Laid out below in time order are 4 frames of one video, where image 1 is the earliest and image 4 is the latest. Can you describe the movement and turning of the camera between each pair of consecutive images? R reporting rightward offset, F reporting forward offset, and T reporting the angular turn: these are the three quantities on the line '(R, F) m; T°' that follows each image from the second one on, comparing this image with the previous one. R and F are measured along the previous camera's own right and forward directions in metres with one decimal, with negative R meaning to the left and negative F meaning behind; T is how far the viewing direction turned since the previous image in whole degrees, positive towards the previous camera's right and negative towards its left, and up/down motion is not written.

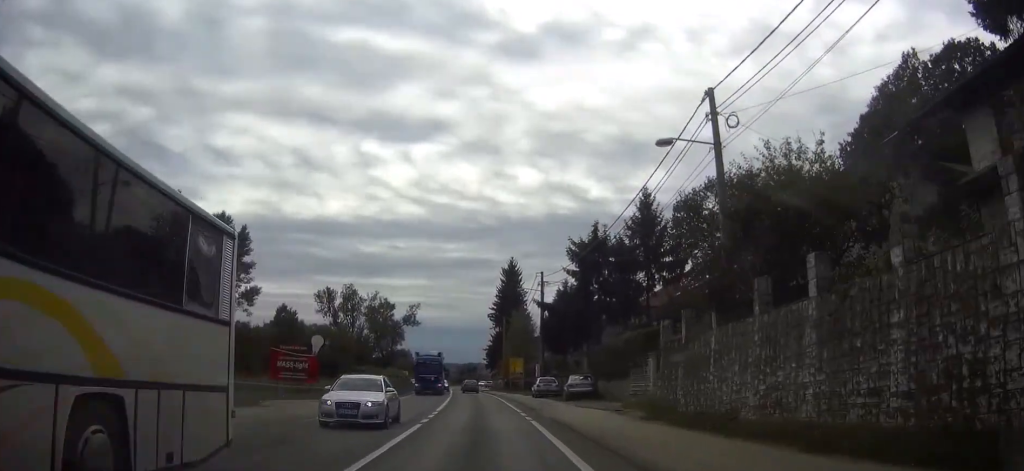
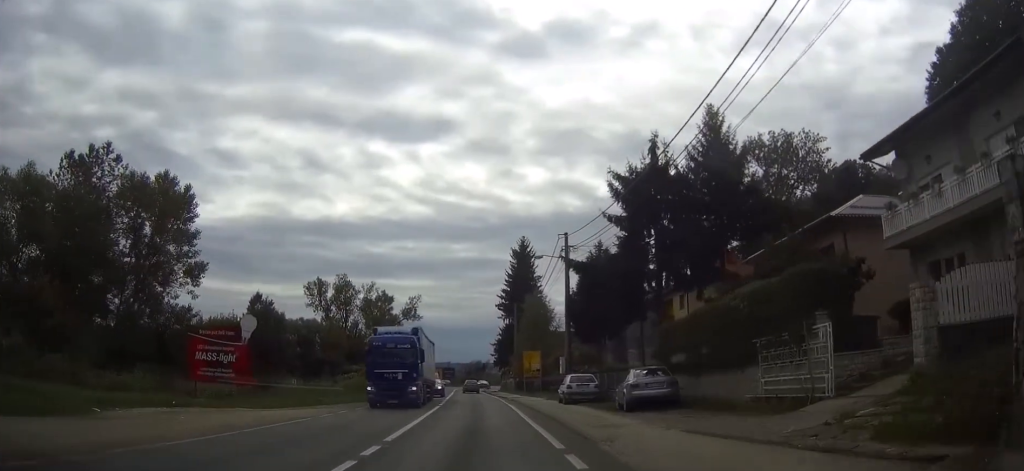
(-0.1, +16.0) m; -1°
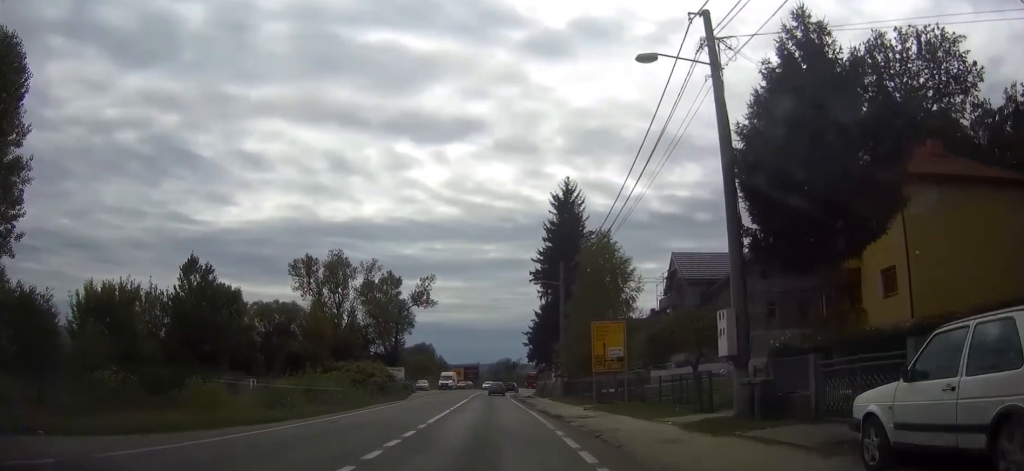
(-0.5, +28.3) m; -2°
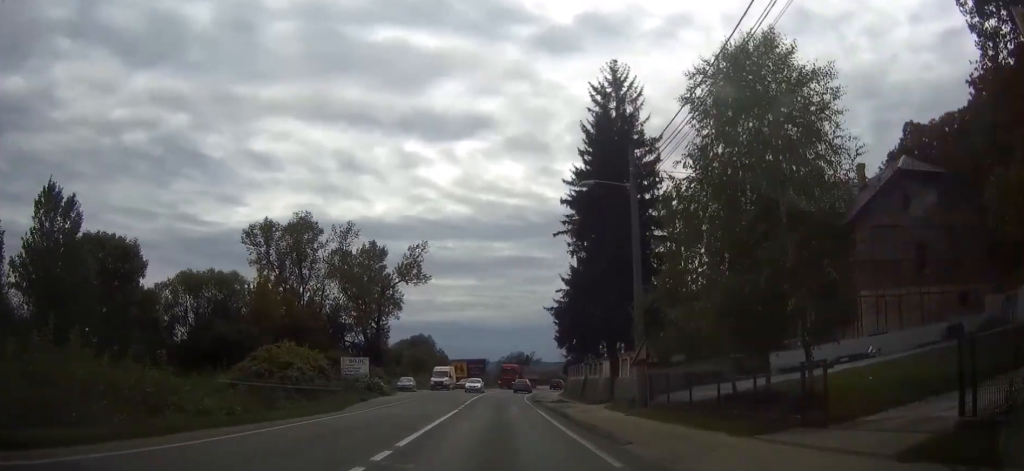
(-0.4, +25.2) m; -1°
